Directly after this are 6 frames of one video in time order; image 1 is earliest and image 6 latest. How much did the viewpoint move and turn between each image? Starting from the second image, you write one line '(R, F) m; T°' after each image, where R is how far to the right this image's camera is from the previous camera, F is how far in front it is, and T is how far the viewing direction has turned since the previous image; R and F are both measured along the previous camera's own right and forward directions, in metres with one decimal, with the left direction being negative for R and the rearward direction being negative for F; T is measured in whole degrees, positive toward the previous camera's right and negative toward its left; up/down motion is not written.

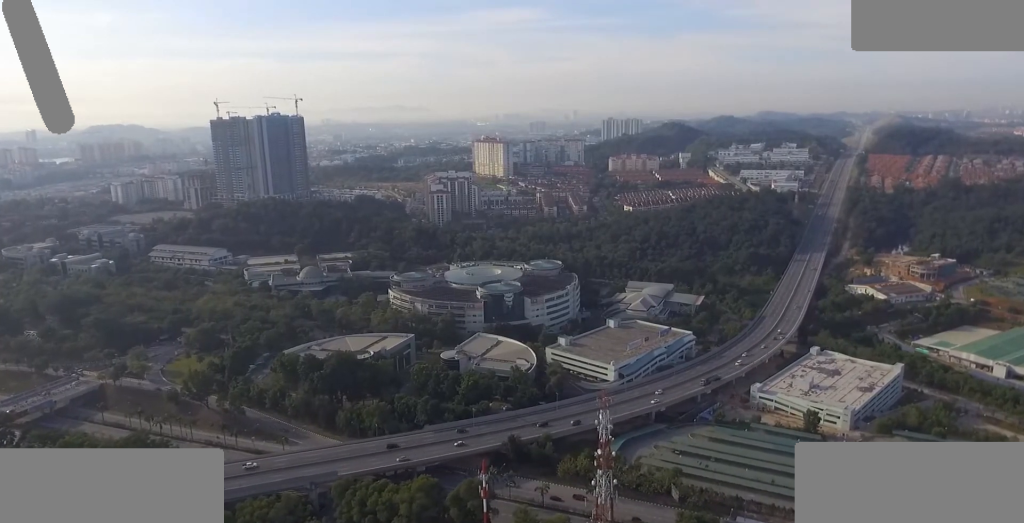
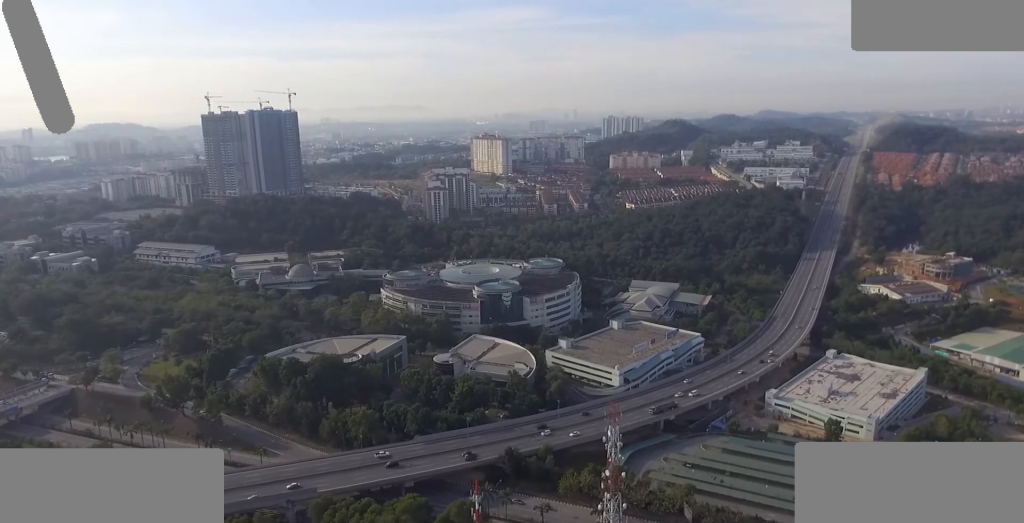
(0.0, +23.1) m; +2°
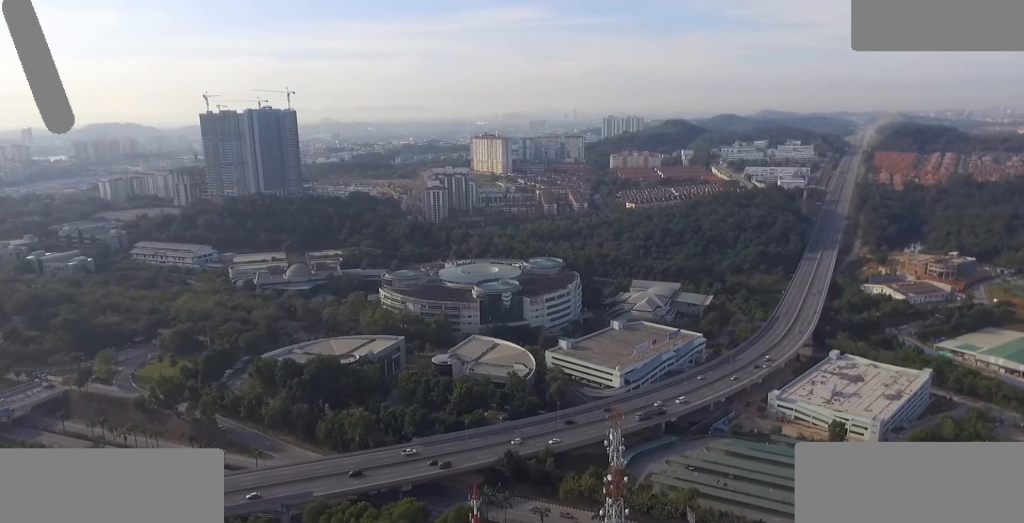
(+0.2, +4.8) m; +1°
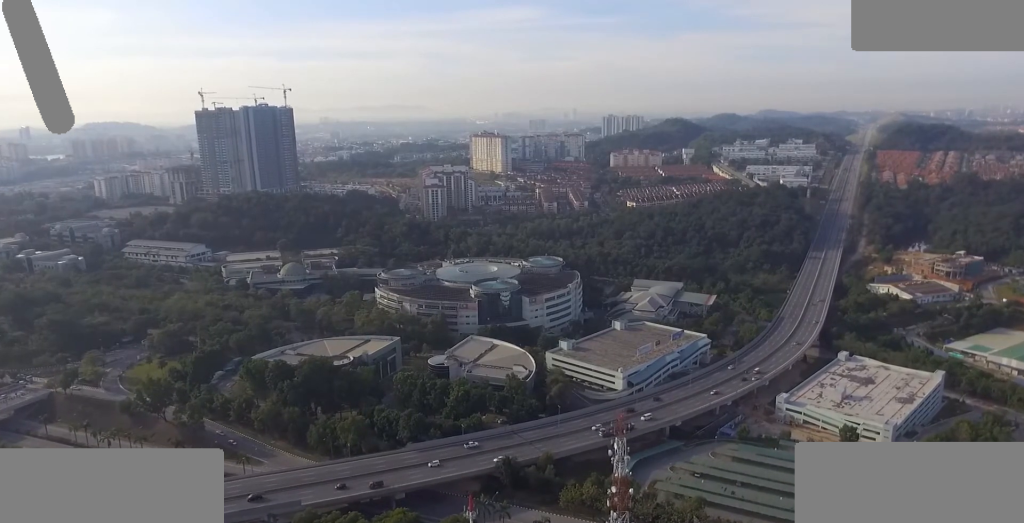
(-0.4, +10.7) m; -2°
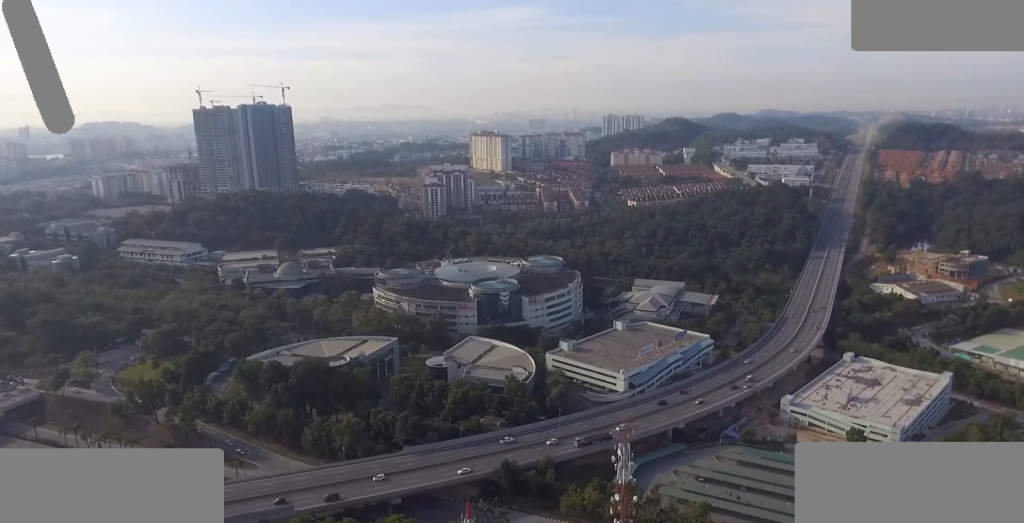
(0.0, +6.3) m; 0°
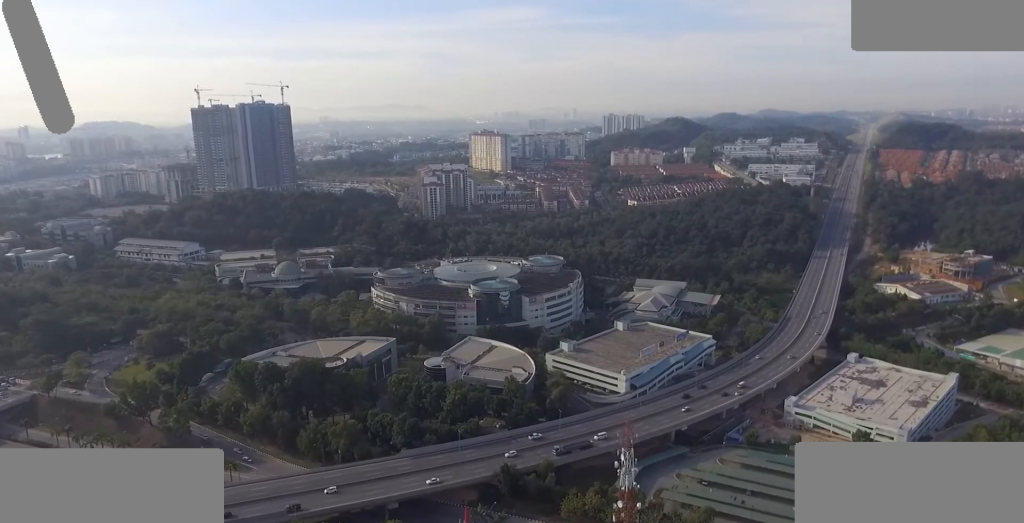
(0.0, +4.7) m; 0°
